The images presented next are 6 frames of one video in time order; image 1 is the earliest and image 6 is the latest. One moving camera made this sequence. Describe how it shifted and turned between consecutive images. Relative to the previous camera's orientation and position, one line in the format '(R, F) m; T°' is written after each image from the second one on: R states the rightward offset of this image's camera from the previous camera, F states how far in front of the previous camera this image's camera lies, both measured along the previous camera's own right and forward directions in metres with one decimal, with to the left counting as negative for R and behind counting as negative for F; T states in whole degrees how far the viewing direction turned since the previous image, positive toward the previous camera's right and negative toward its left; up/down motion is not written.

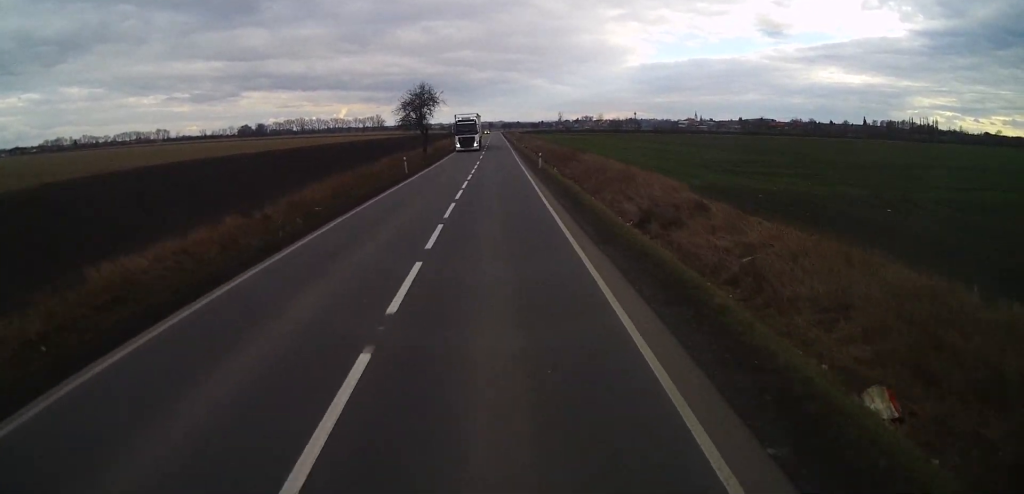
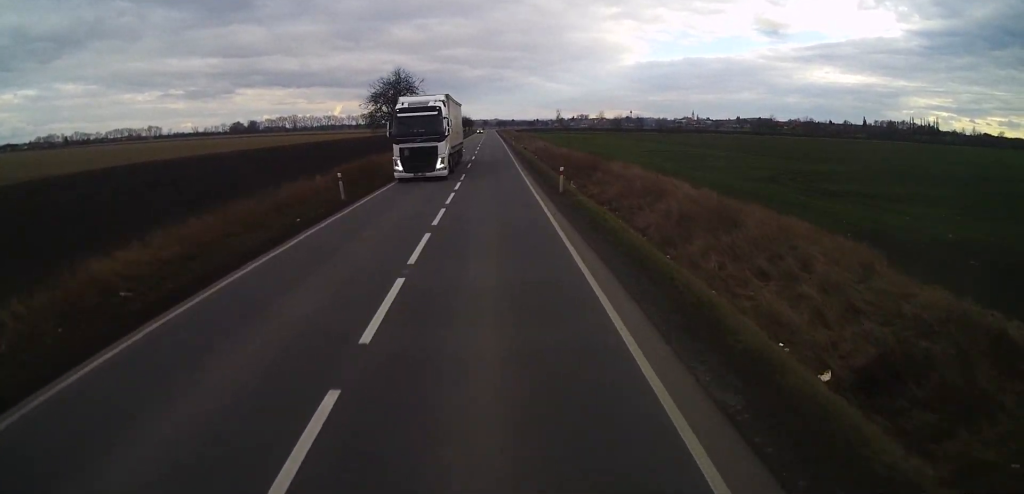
(-0.3, +15.1) m; 0°
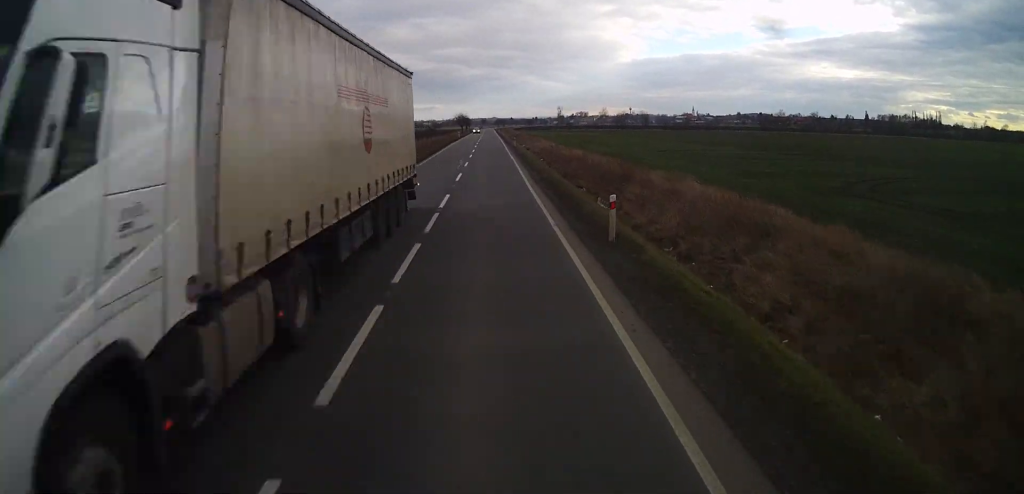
(+0.1, +10.4) m; +1°
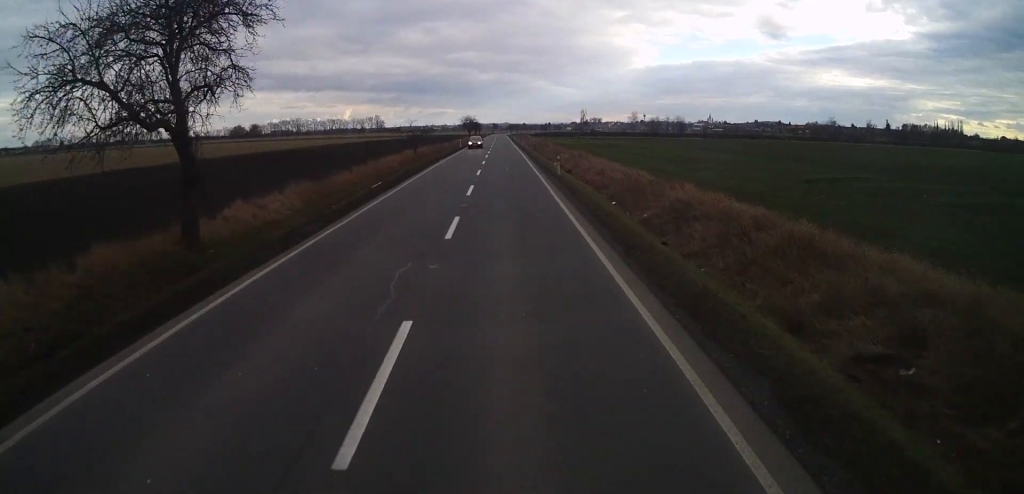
(+0.3, +32.2) m; +1°
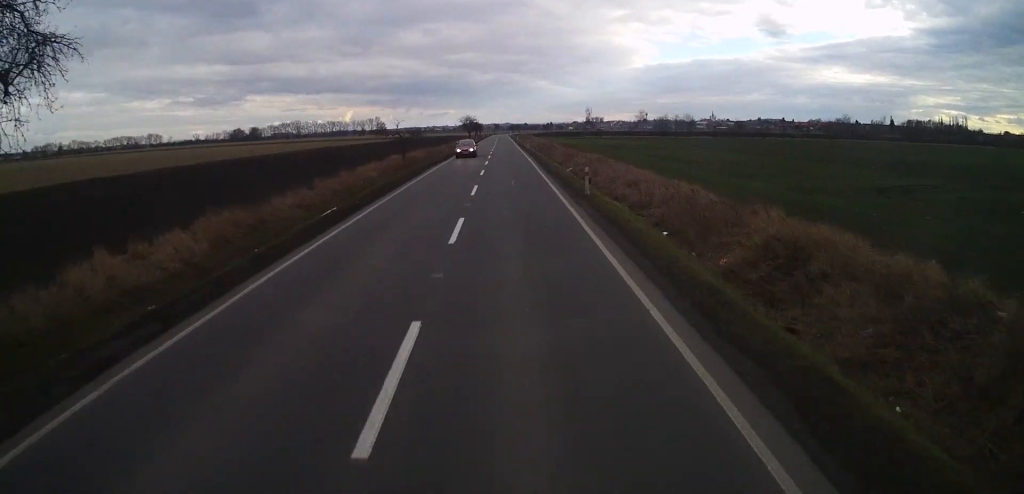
(0.0, +9.1) m; 0°
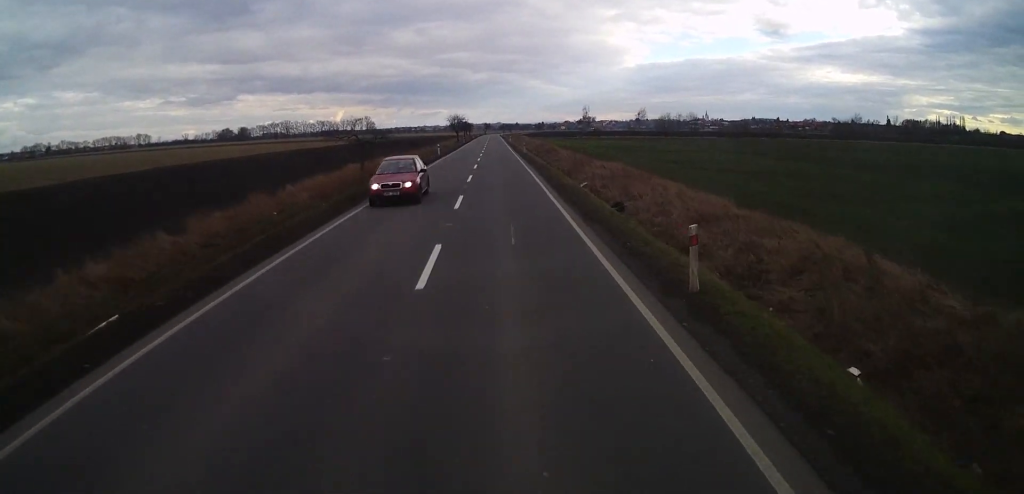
(0.0, +12.8) m; 0°
